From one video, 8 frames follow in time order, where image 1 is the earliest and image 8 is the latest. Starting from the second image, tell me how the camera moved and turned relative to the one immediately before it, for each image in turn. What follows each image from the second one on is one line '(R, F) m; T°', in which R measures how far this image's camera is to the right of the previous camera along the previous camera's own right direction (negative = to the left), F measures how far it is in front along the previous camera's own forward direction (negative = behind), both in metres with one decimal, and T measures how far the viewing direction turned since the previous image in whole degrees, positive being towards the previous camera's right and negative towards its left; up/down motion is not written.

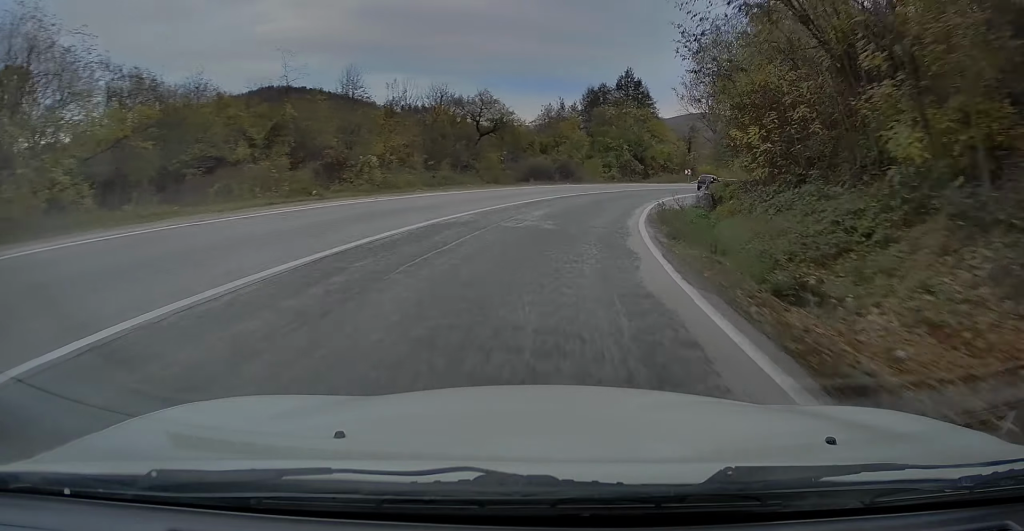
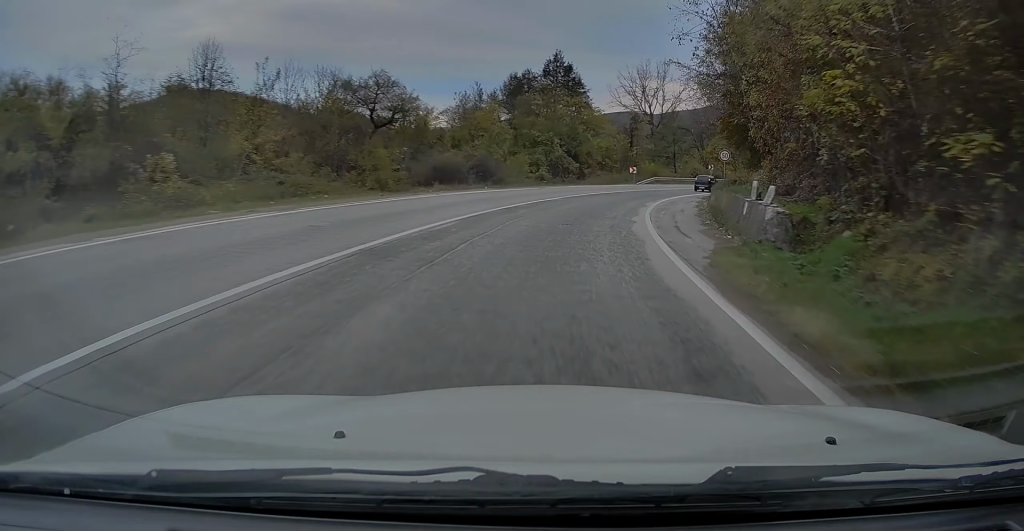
(+1.1, +15.7) m; +7°
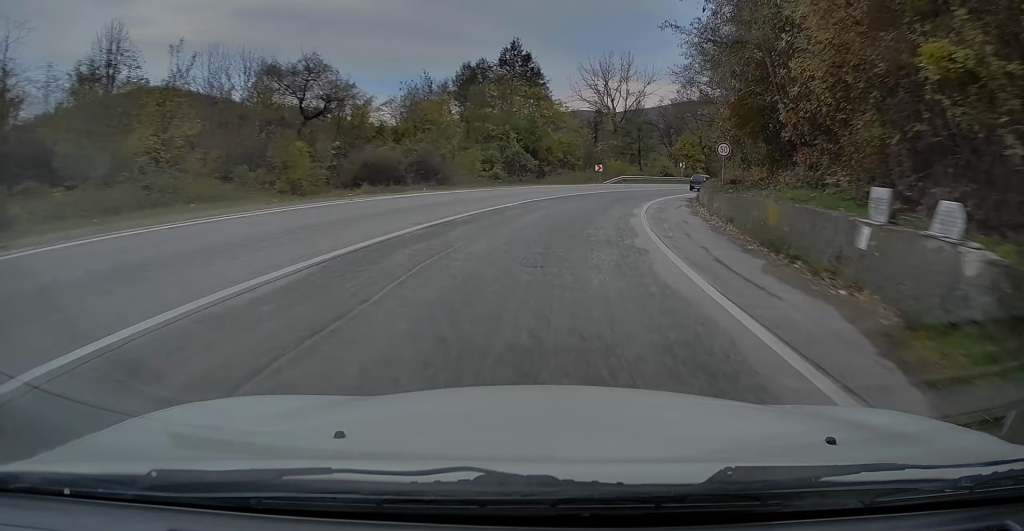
(+0.1, +7.9) m; +4°
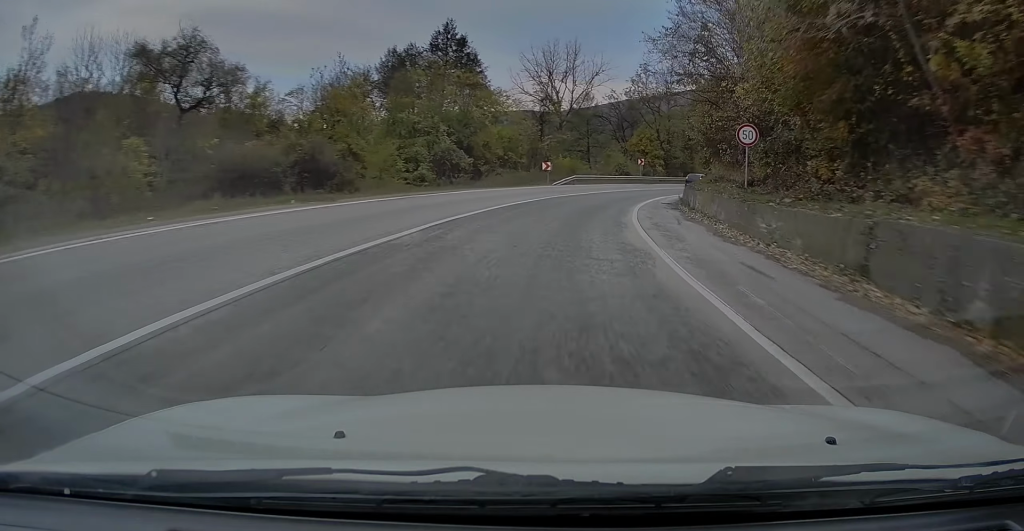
(+0.7, +10.8) m; +5°
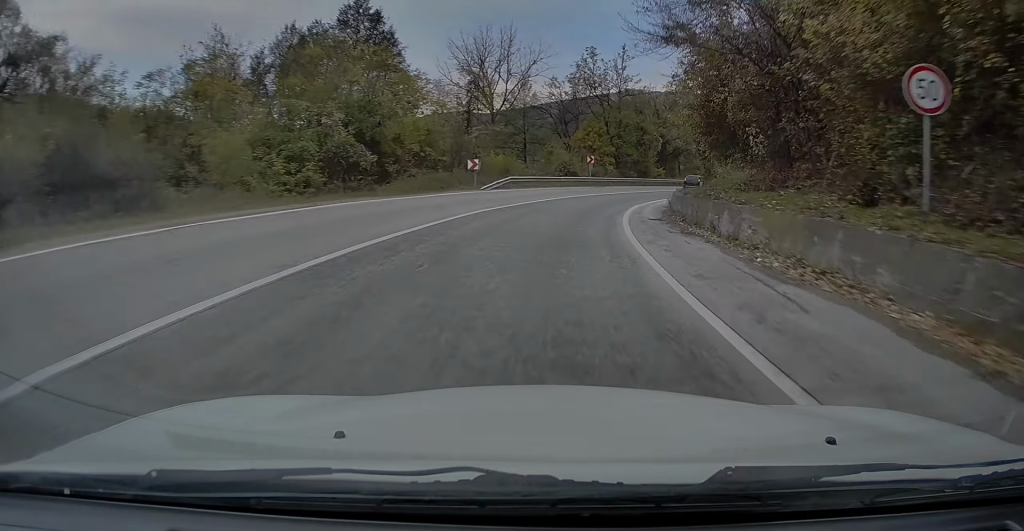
(+0.5, +12.6) m; +5°
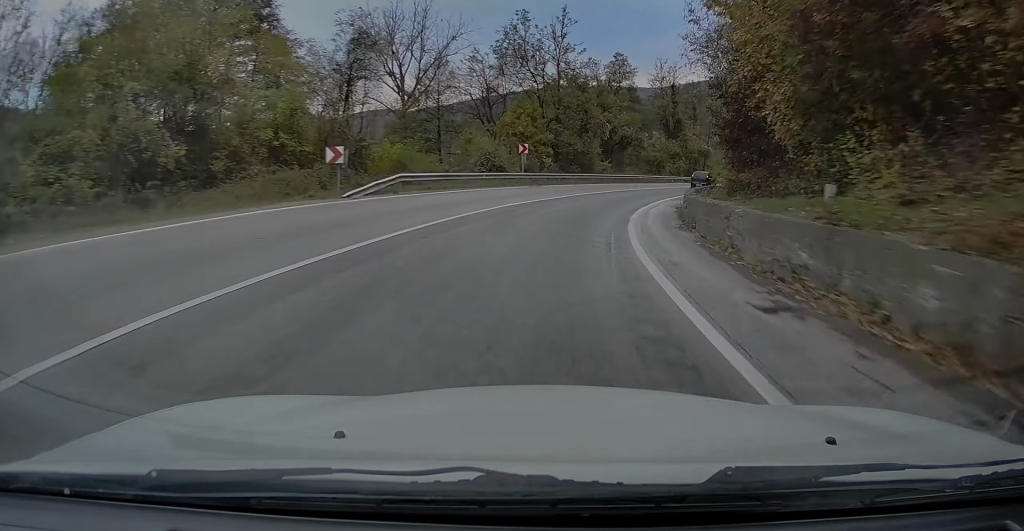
(+0.8, +15.6) m; +6°
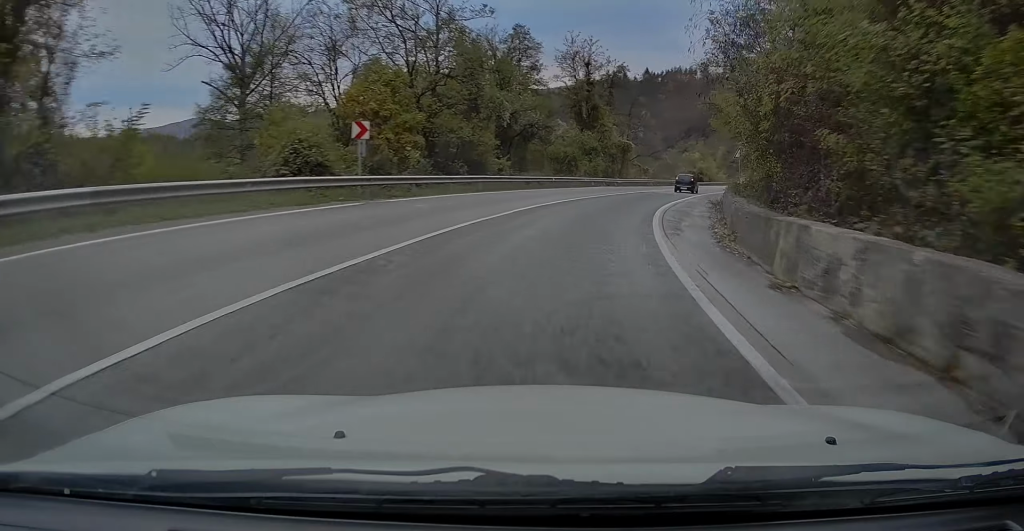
(+1.4, +19.2) m; +9°
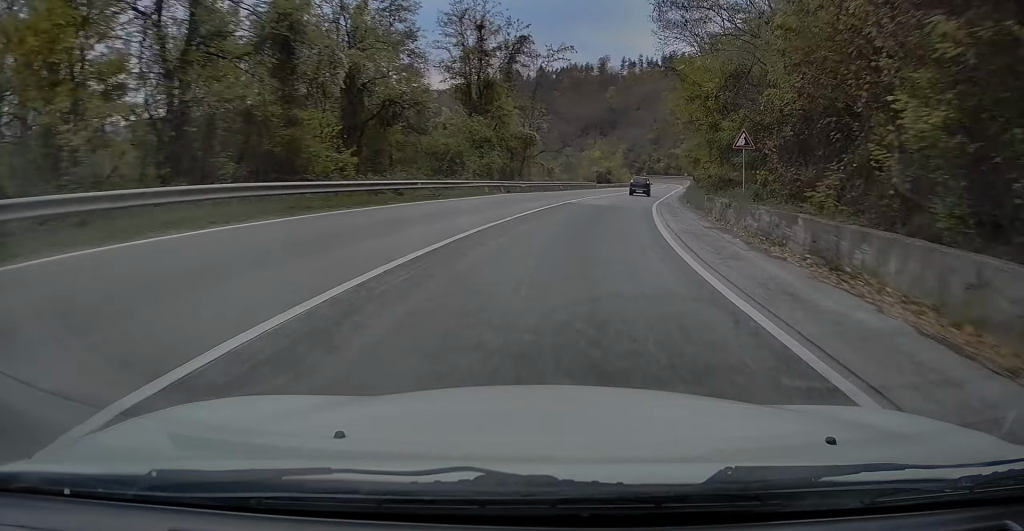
(+1.5, +18.9) m; +9°
